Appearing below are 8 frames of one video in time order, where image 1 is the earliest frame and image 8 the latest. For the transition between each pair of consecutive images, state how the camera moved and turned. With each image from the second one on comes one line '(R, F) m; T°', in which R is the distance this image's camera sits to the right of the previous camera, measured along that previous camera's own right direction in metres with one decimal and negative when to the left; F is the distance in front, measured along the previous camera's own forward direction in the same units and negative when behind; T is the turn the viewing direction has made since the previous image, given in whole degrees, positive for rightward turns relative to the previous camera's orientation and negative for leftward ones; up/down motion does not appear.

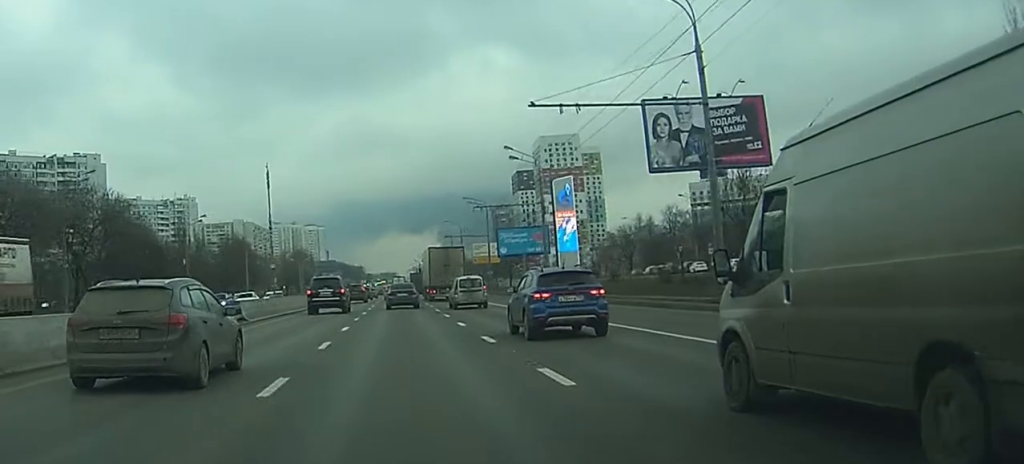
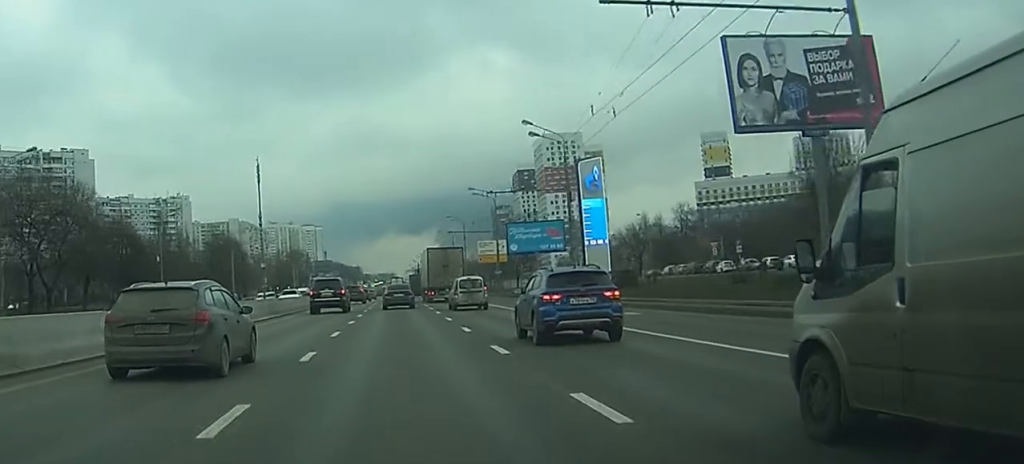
(0.0, +10.6) m; 0°
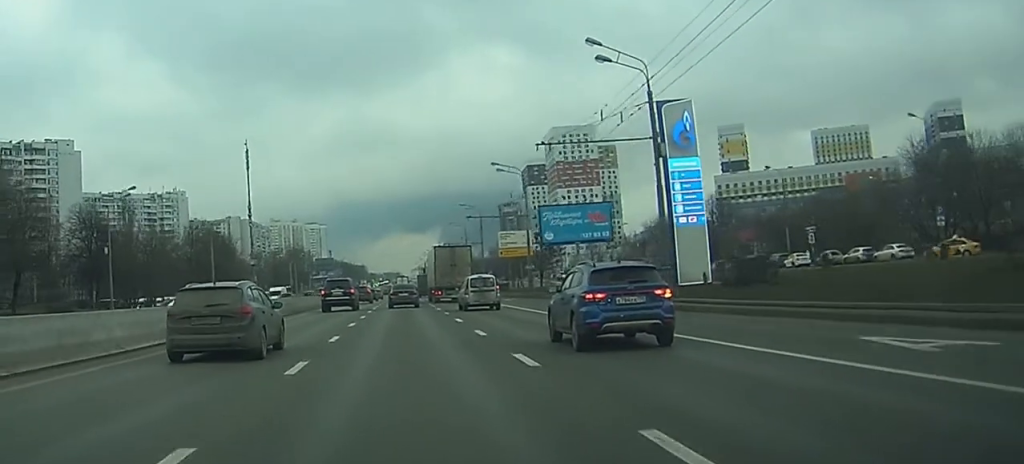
(0.0, +18.0) m; 0°
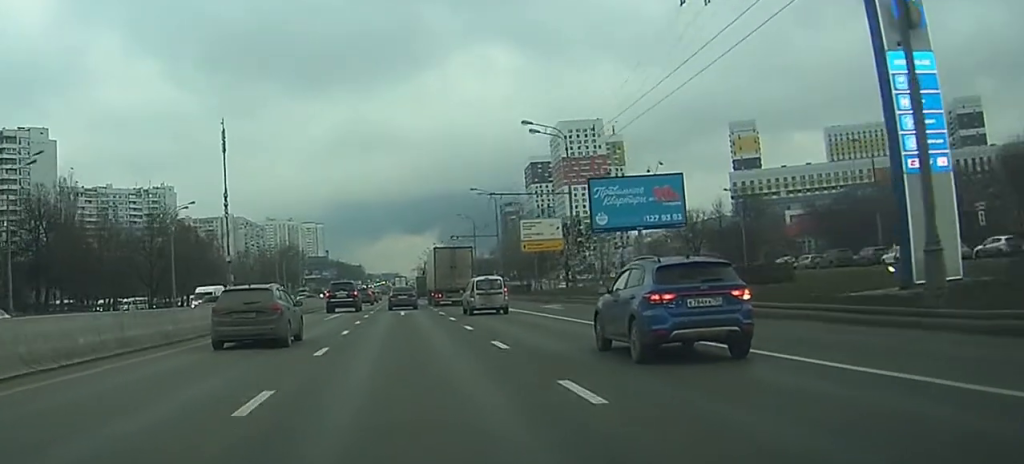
(0.0, +19.5) m; 0°
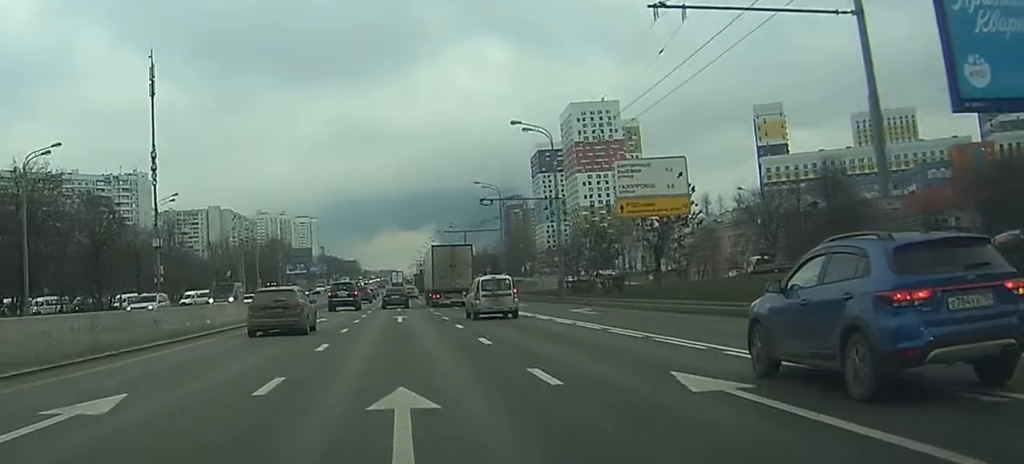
(-0.1, +37.3) m; 0°
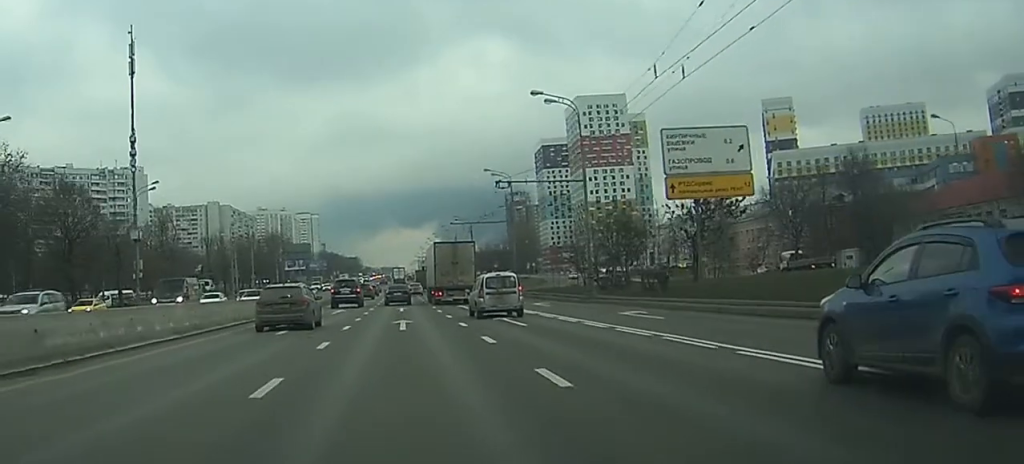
(0.0, +8.2) m; 0°
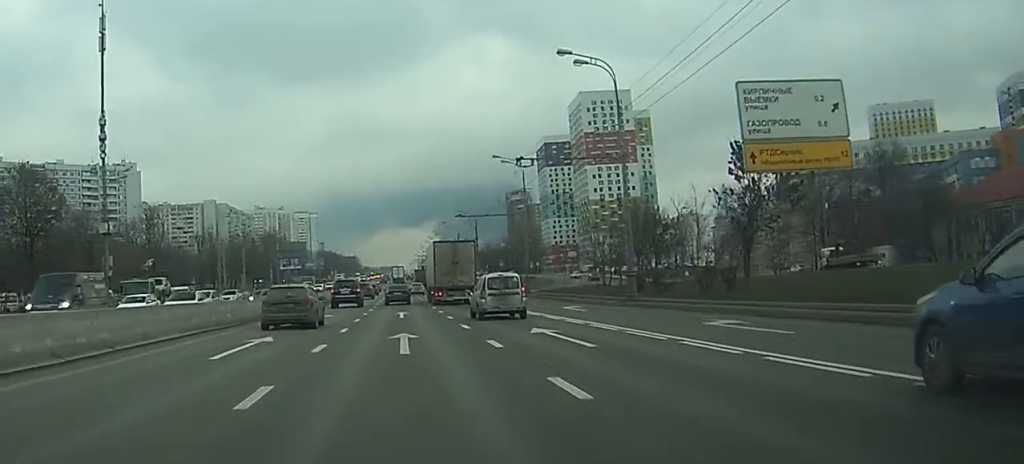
(0.0, +8.9) m; 0°
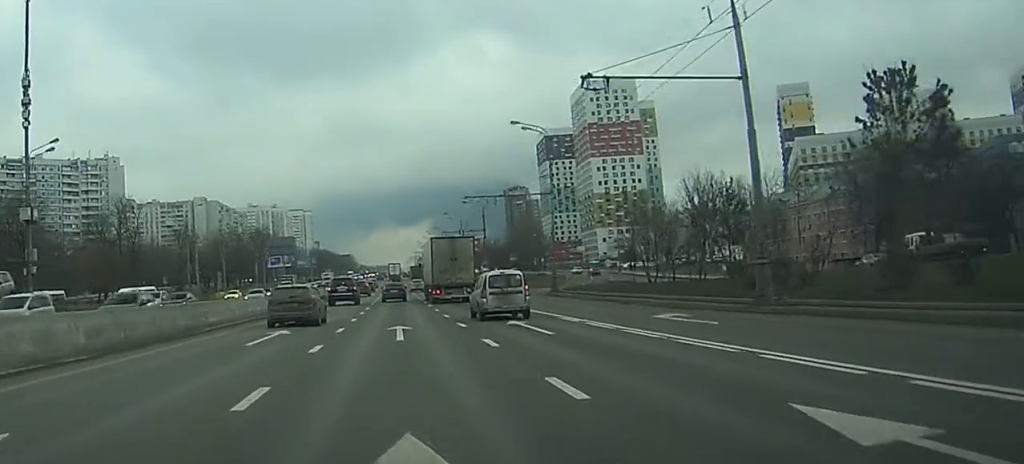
(0.0, +15.7) m; 0°
